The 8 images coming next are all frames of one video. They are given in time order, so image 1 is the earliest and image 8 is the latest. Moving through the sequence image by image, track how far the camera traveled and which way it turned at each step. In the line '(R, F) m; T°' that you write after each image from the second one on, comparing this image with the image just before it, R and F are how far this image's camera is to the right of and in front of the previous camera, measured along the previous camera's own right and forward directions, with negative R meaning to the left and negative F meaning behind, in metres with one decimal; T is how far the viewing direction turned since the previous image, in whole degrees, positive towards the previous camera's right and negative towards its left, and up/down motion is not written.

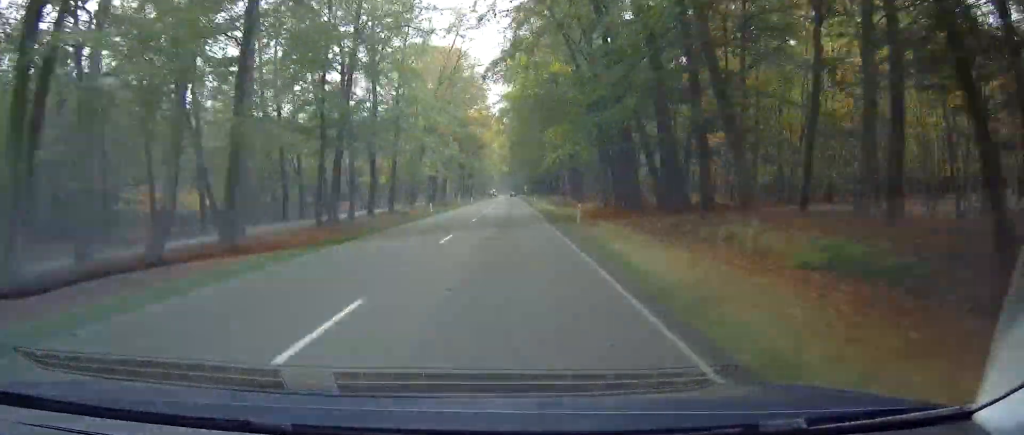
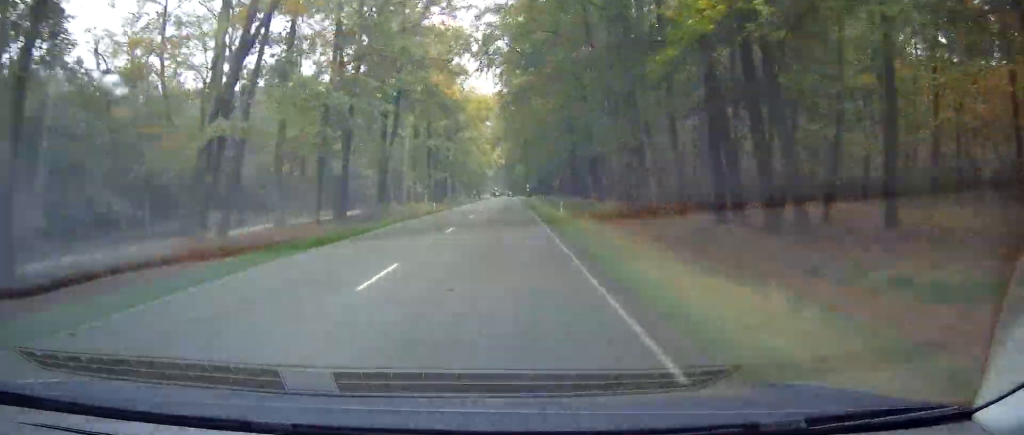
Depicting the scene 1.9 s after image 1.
(0.0, +45.7) m; 0°
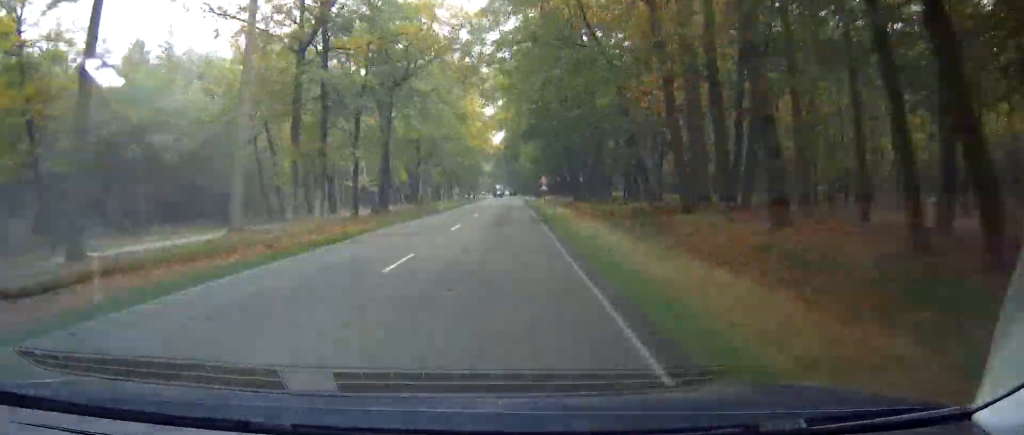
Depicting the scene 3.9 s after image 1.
(0.0, +47.1) m; -2°
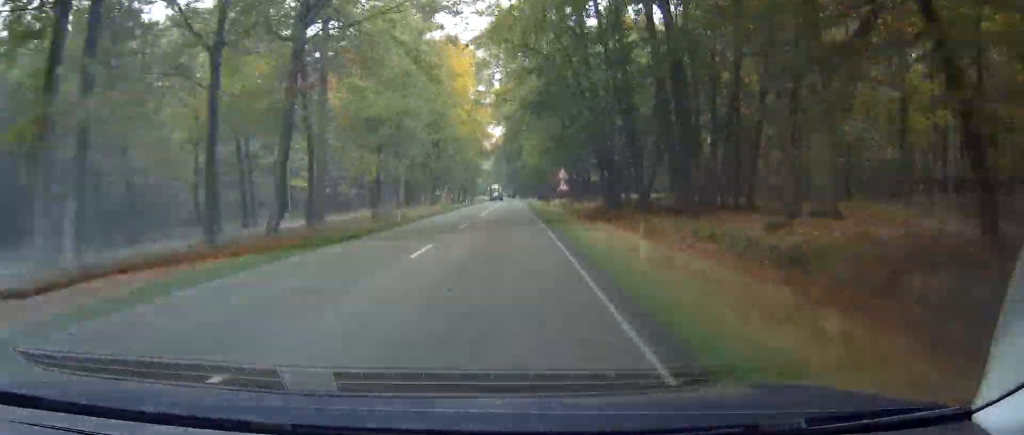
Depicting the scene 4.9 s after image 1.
(+0.9, +21.9) m; -2°
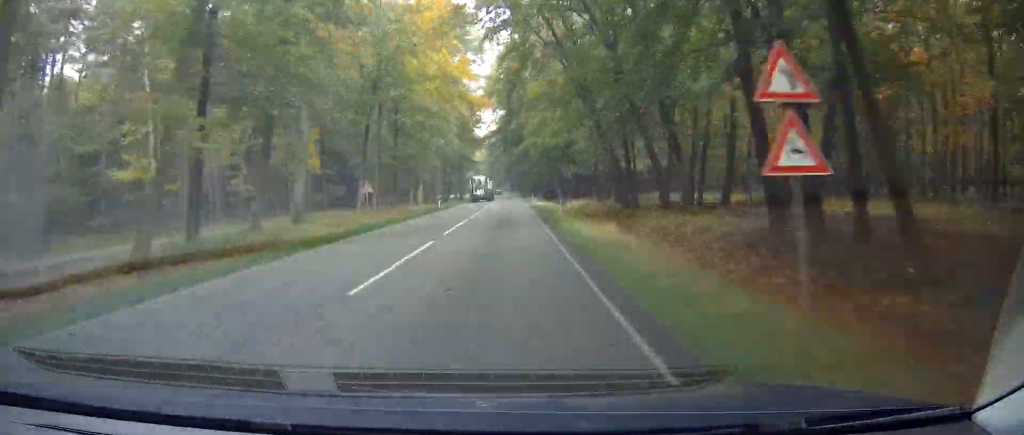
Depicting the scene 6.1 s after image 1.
(-2.2, +29.5) m; -3°
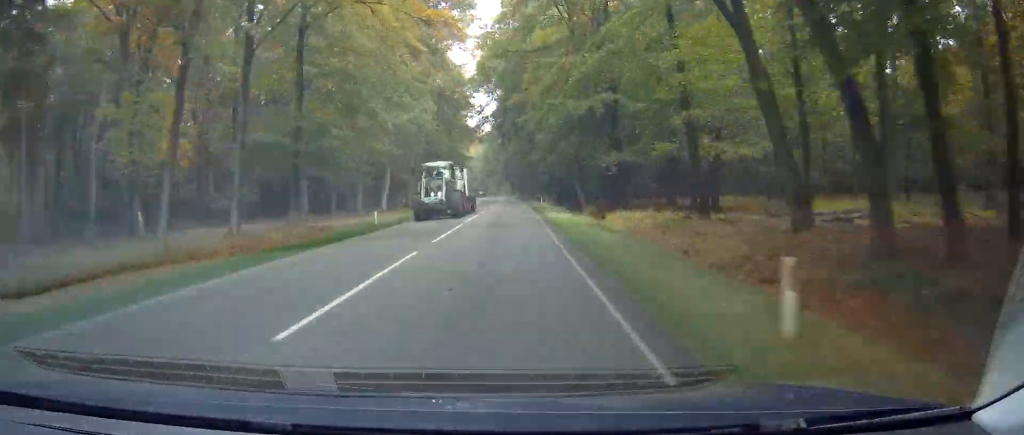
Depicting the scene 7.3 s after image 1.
(-0.8, +26.4) m; -2°
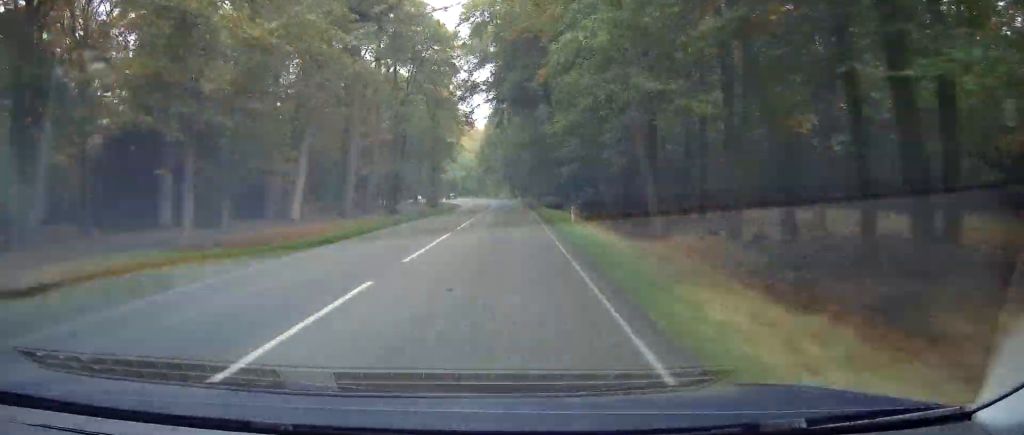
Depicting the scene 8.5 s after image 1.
(0.0, +27.9) m; 0°
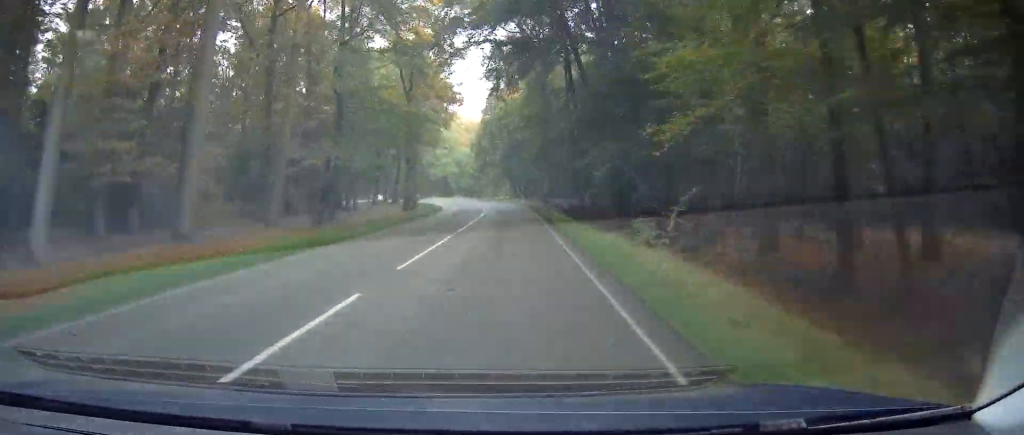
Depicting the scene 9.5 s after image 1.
(0.0, +24.8) m; 0°
